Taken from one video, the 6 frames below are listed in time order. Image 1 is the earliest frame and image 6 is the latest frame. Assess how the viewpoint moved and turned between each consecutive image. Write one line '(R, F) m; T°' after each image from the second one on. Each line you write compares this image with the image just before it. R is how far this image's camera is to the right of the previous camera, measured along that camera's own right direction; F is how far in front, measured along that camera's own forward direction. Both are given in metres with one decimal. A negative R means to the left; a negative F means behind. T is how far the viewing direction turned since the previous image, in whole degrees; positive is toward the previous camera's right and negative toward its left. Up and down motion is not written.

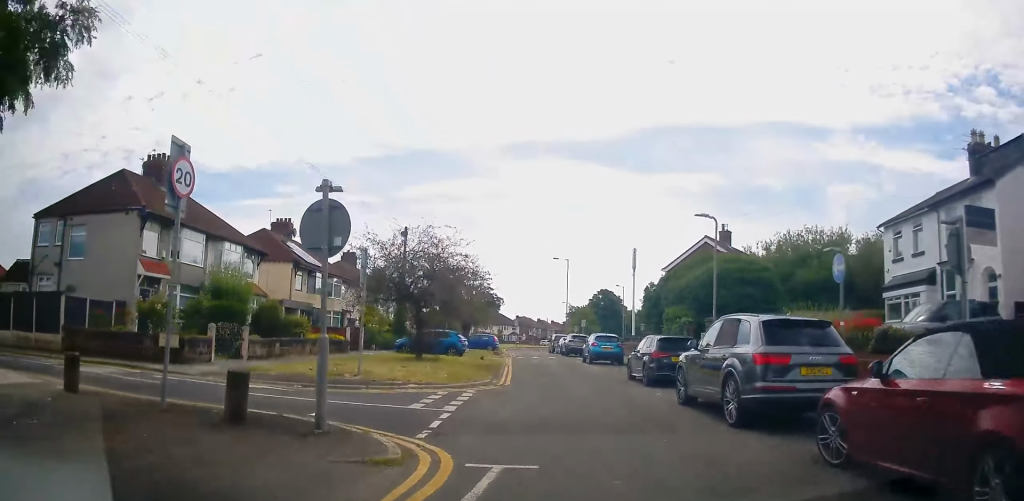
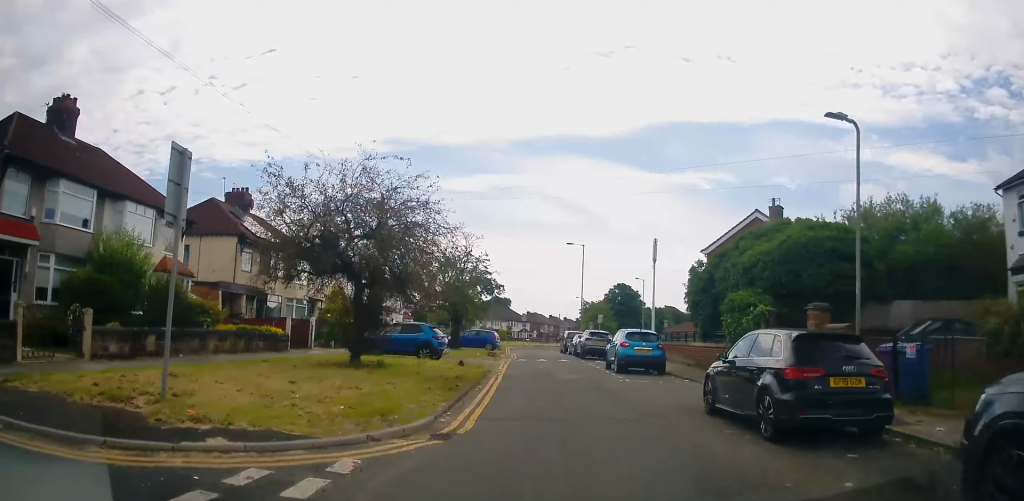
(-0.1, +9.1) m; -3°
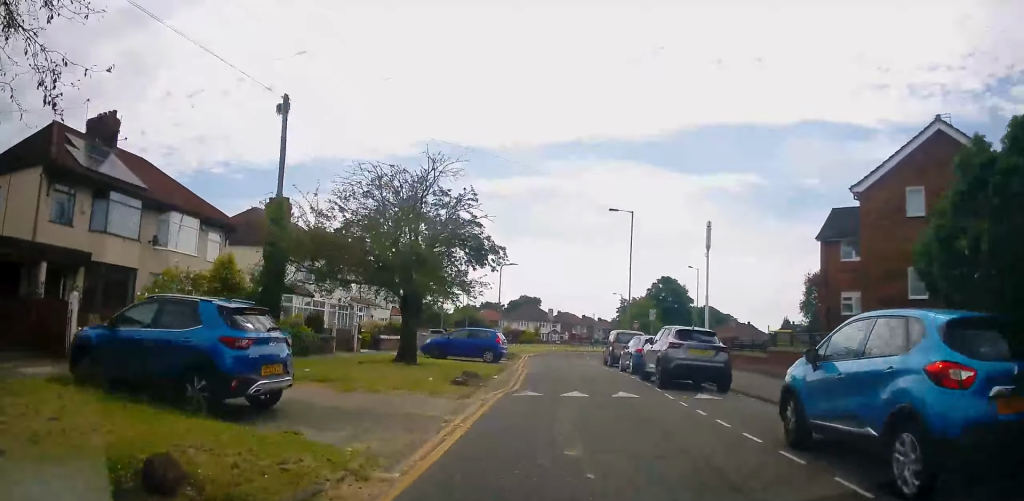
(-0.7, +16.6) m; -1°
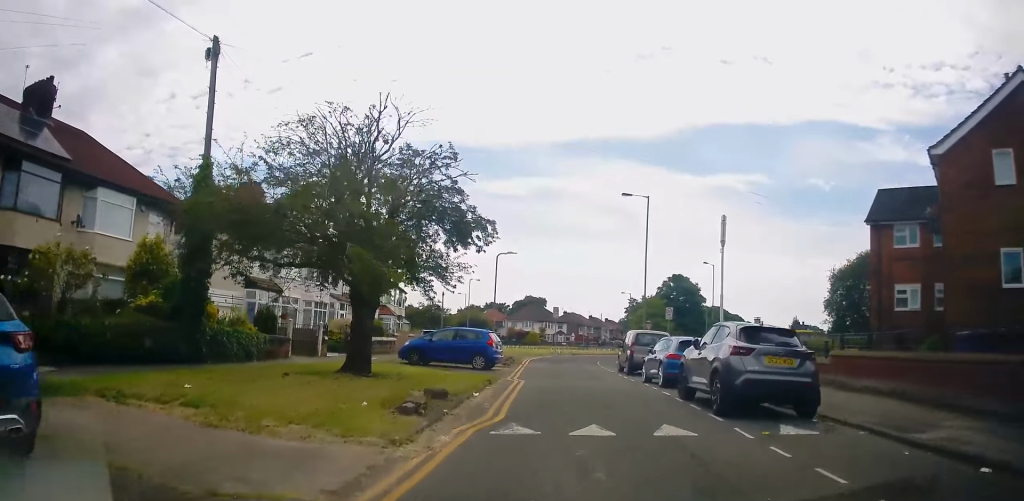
(+0.1, +5.0) m; 0°
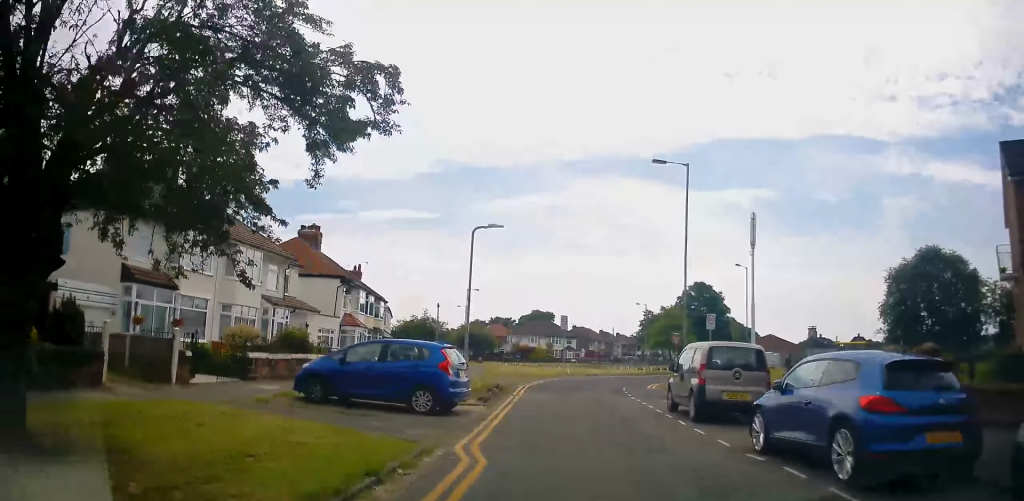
(-0.4, +10.1) m; -5°
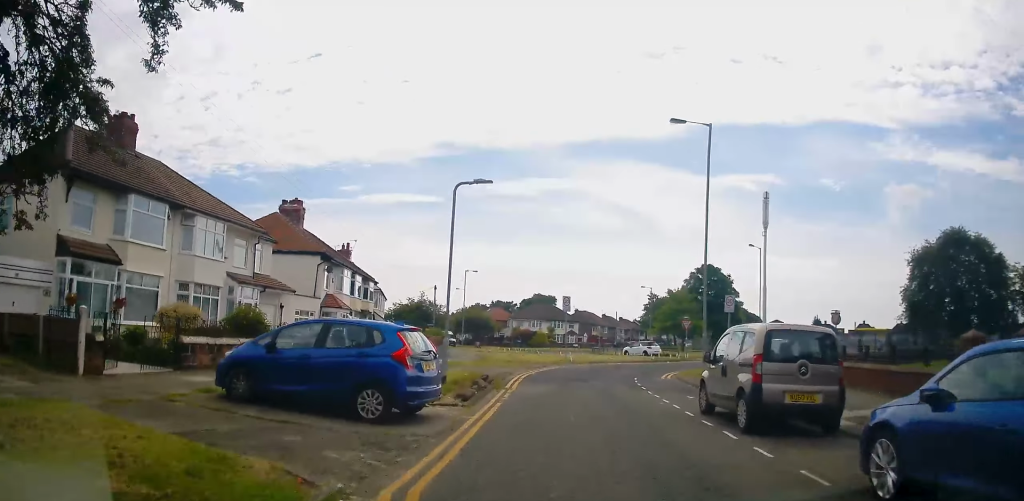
(0.0, +3.5) m; -1°
